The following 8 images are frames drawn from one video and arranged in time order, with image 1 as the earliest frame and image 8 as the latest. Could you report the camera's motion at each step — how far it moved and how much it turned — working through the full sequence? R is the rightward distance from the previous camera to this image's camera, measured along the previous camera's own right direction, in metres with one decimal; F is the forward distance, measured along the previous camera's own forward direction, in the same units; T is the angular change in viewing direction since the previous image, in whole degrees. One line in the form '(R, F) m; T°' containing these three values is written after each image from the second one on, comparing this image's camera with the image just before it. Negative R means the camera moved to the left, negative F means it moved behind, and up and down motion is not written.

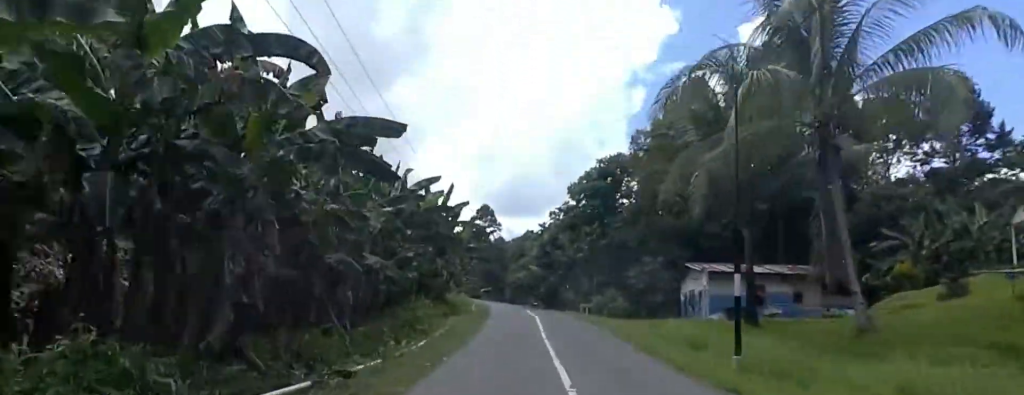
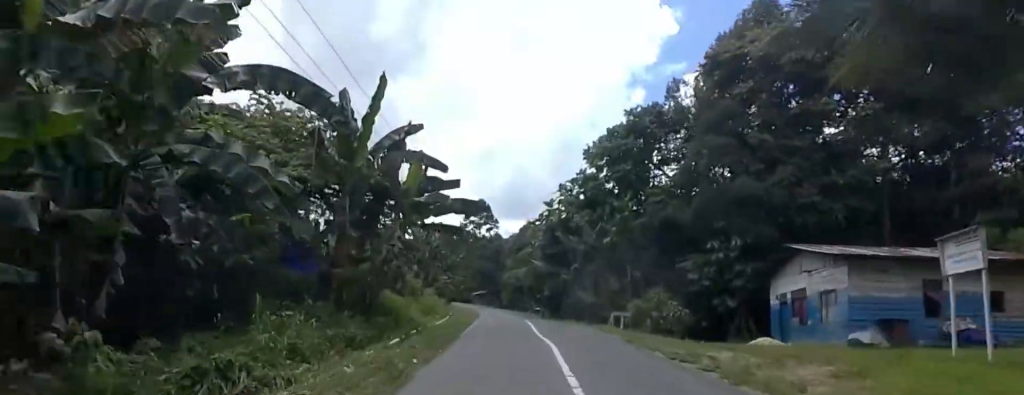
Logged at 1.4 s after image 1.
(-0.2, +16.0) m; 0°
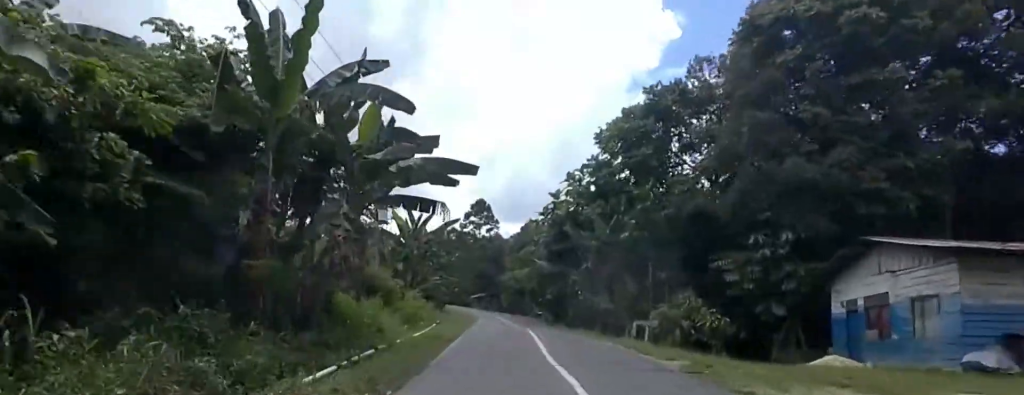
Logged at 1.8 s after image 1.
(+0.2, +5.5) m; +1°
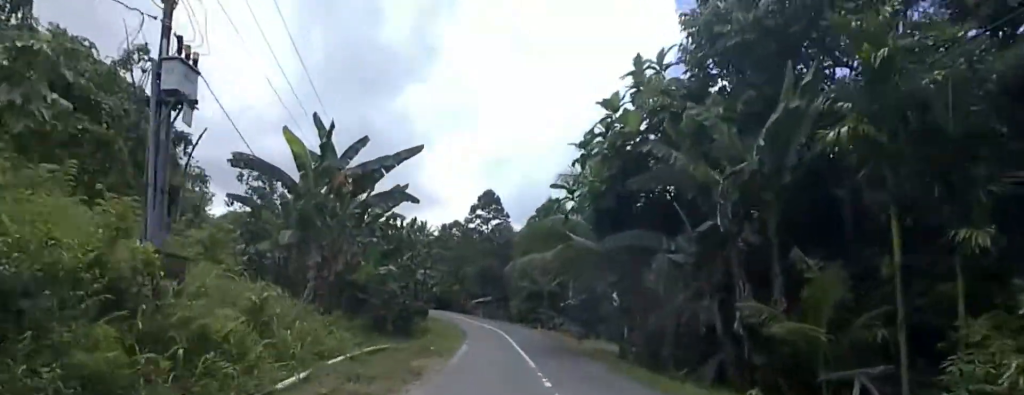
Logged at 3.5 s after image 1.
(+0.3, +19.6) m; +1°
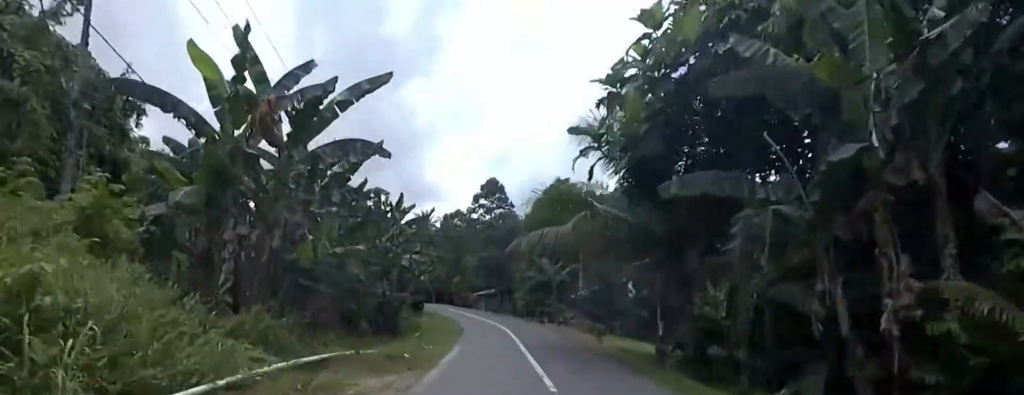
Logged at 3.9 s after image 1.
(0.0, +5.6) m; 0°
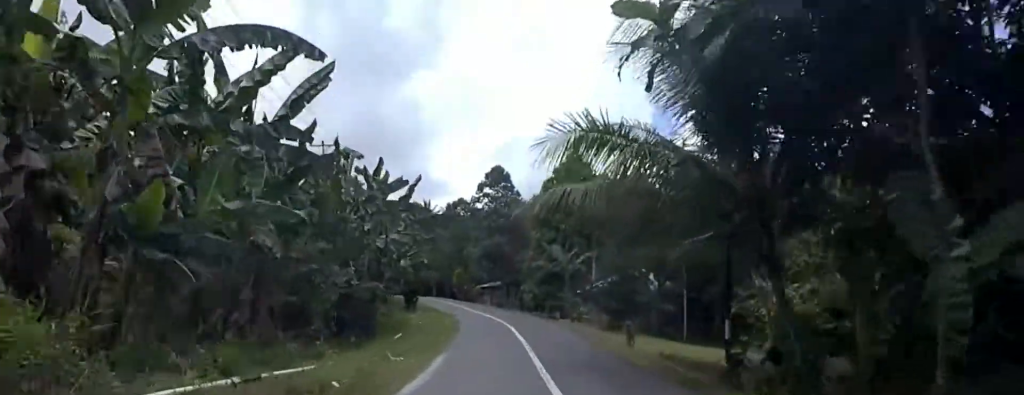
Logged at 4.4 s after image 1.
(0.0, +6.0) m; 0°
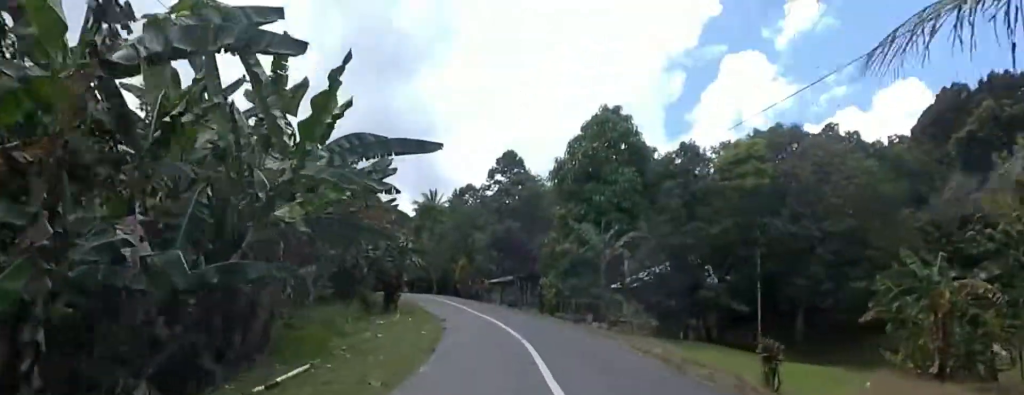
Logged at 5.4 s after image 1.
(0.0, +11.2) m; -2°
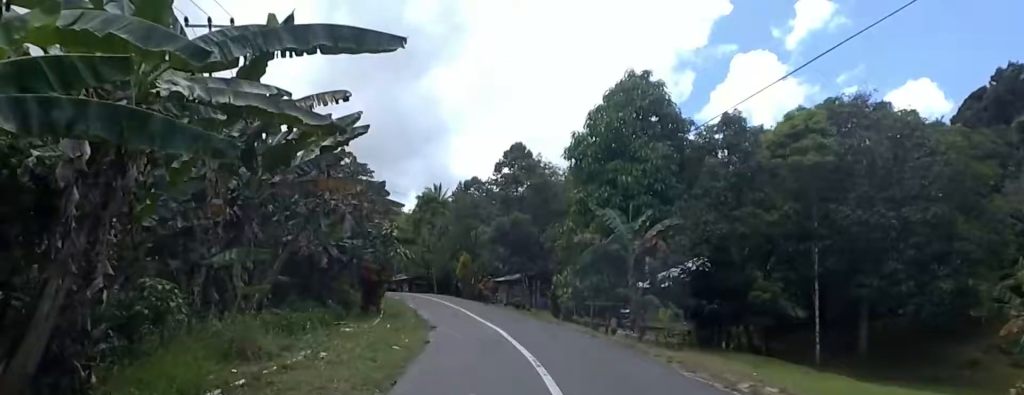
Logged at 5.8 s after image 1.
(-0.2, +5.5) m; -2°
